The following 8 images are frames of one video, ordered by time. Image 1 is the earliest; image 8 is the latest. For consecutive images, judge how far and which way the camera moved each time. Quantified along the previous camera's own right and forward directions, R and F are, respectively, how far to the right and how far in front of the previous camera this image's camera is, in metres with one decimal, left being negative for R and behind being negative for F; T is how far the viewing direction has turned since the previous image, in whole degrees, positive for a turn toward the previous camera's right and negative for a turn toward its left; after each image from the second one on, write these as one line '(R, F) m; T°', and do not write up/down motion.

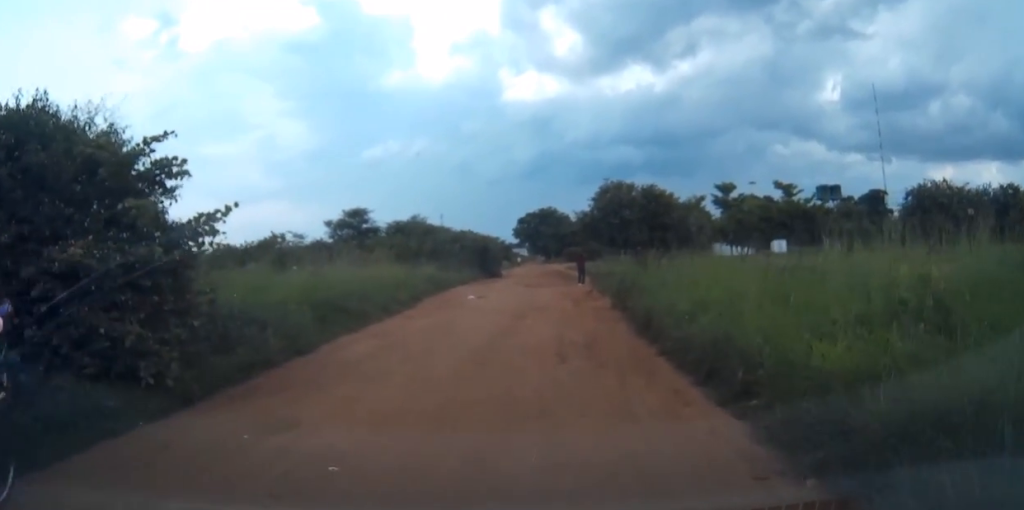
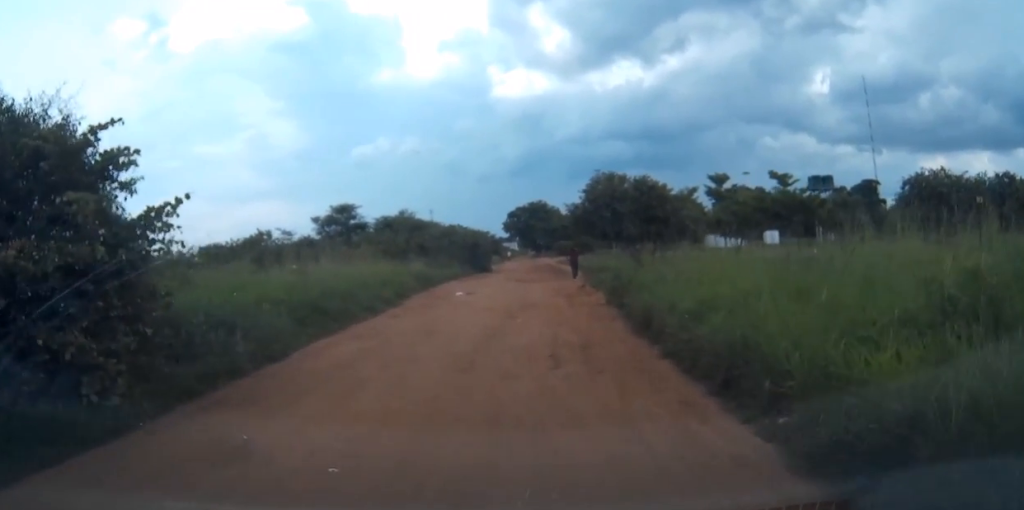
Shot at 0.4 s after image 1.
(0.0, +1.0) m; -1°
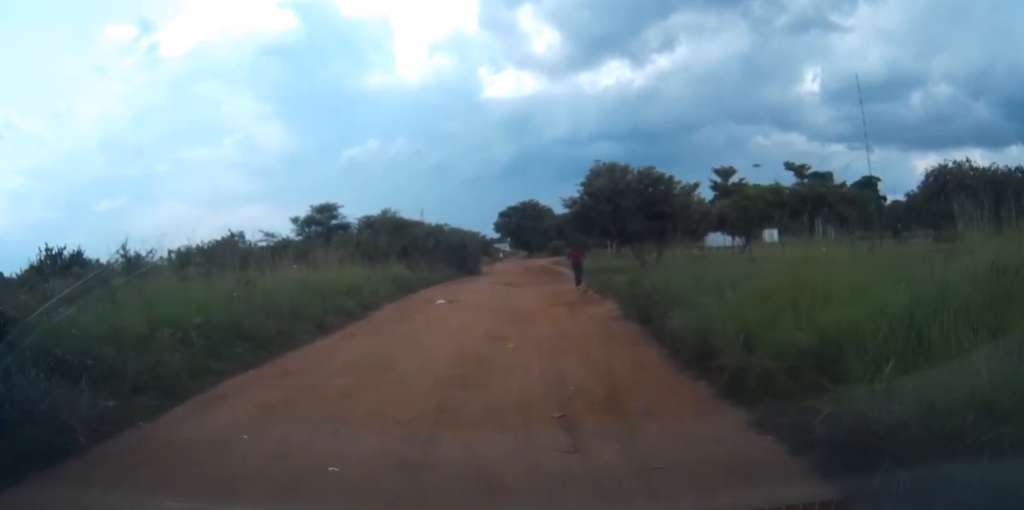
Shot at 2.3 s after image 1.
(-0.2, +3.9) m; -4°
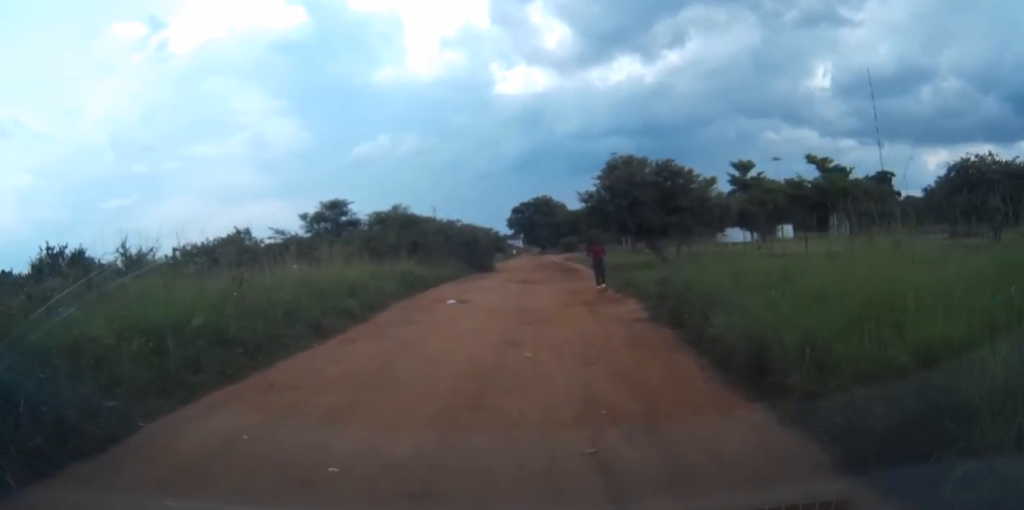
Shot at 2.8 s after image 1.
(+0.1, +1.1) m; 0°
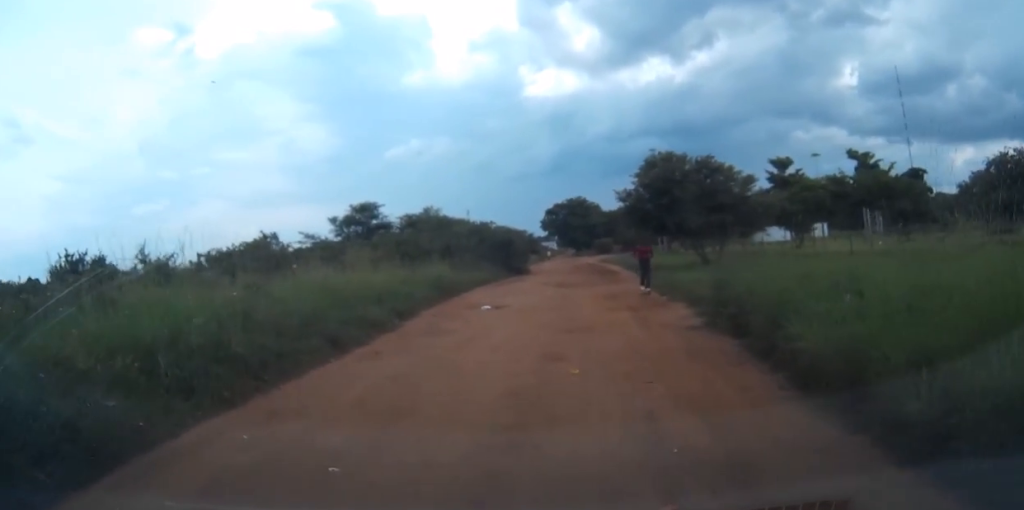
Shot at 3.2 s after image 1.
(+0.1, +1.1) m; 0°
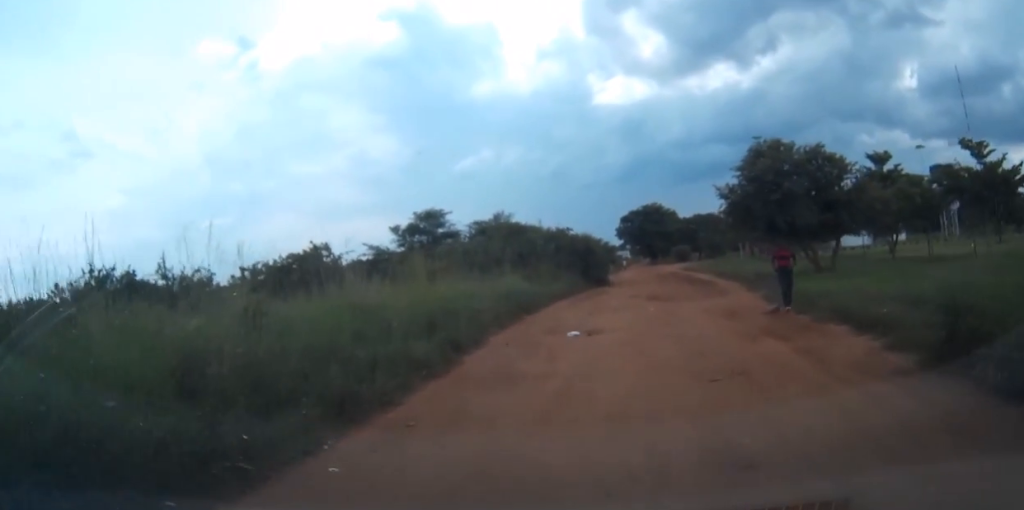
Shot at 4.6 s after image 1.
(-0.3, +4.6) m; -3°
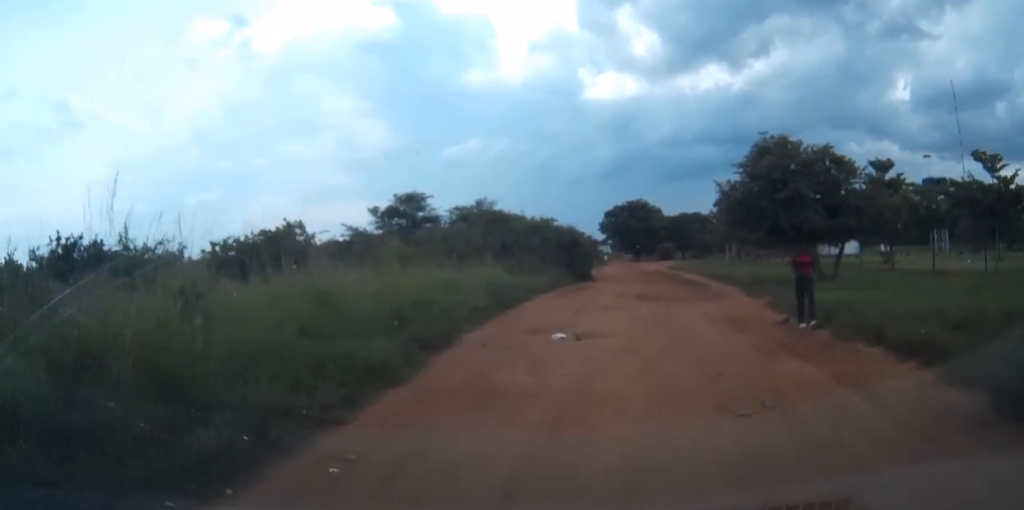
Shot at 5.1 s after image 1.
(0.0, +1.8) m; 0°
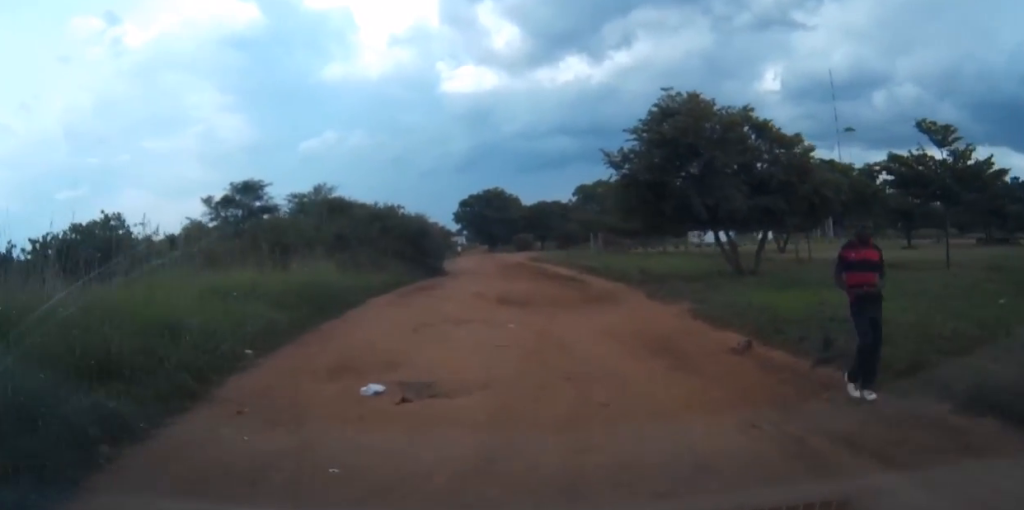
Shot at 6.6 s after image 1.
(+0.4, +5.6) m; +10°
